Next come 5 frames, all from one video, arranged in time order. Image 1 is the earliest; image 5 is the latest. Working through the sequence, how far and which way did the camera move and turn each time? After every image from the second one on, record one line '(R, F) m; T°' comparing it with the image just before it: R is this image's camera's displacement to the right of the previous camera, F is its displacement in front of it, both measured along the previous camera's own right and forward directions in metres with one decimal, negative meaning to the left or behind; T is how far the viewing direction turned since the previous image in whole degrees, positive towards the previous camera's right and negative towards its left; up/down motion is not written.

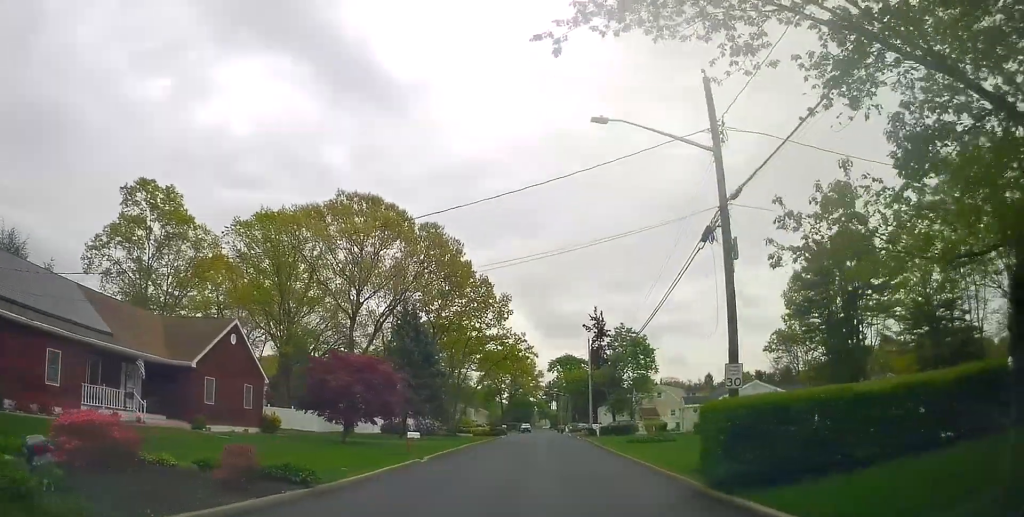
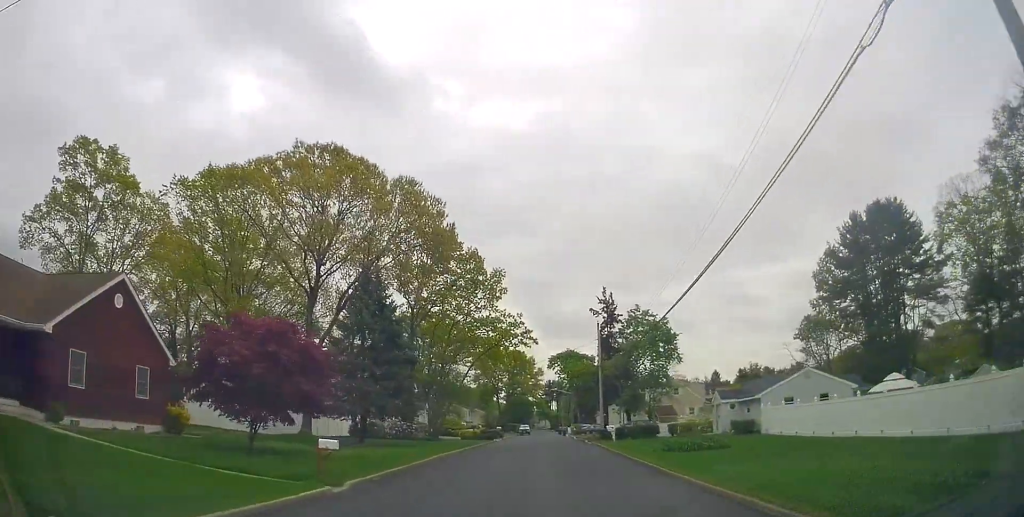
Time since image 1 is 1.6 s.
(+0.1, +10.2) m; +1°
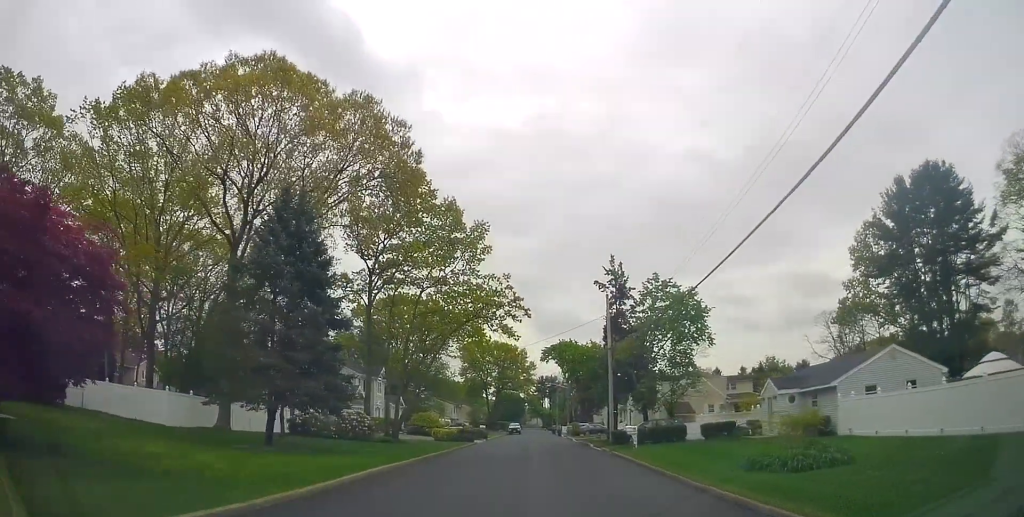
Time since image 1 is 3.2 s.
(+0.2, +11.4) m; -2°
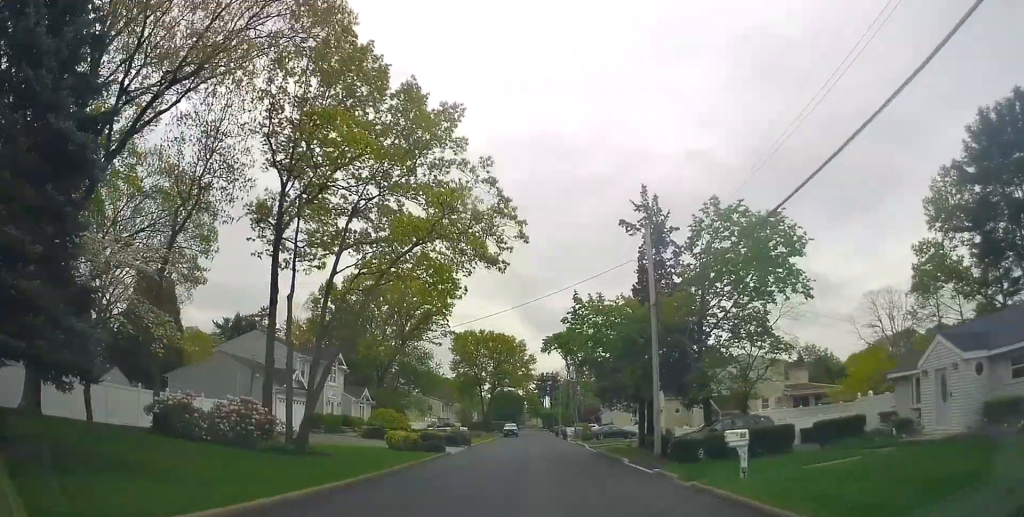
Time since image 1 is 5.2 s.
(+0.8, +15.7) m; +4°
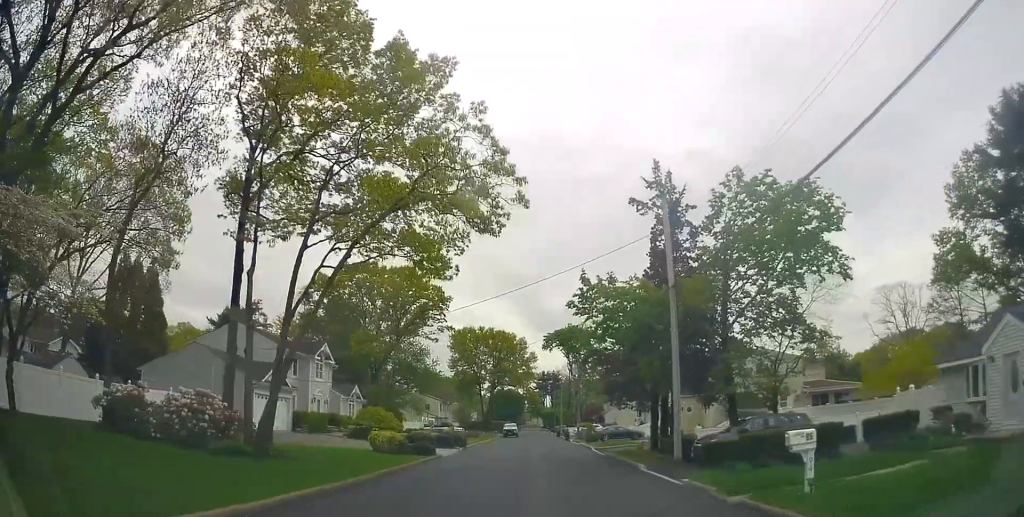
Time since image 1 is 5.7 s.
(-0.2, +3.4) m; -2°
